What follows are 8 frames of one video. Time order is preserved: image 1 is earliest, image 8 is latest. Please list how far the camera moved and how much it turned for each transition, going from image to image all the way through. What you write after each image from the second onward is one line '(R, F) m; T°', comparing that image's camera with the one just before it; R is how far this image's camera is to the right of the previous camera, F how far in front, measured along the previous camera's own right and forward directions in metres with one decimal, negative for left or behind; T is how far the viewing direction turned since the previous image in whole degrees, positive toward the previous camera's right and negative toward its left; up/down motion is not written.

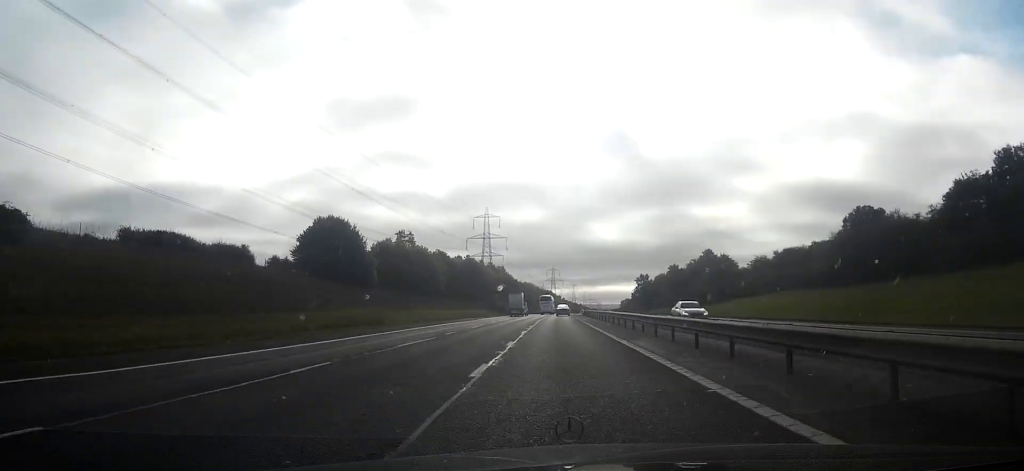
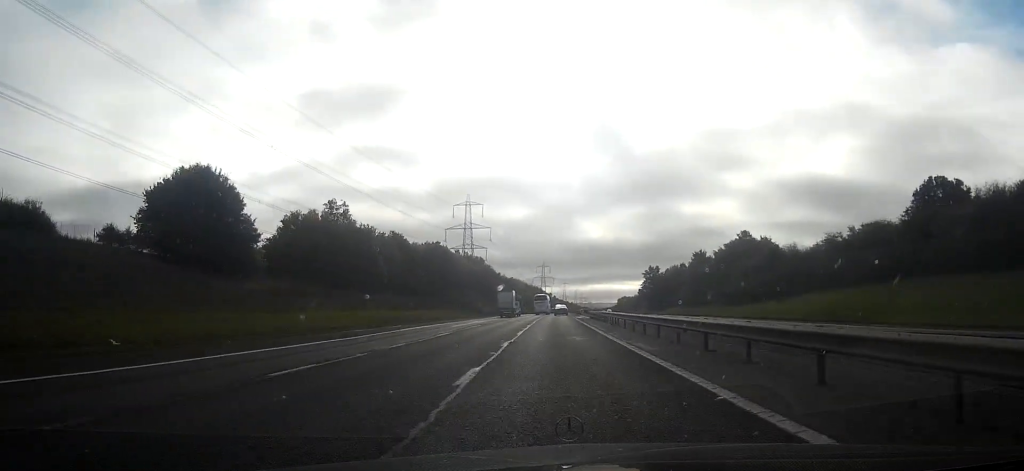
(+0.1, +36.2) m; +1°
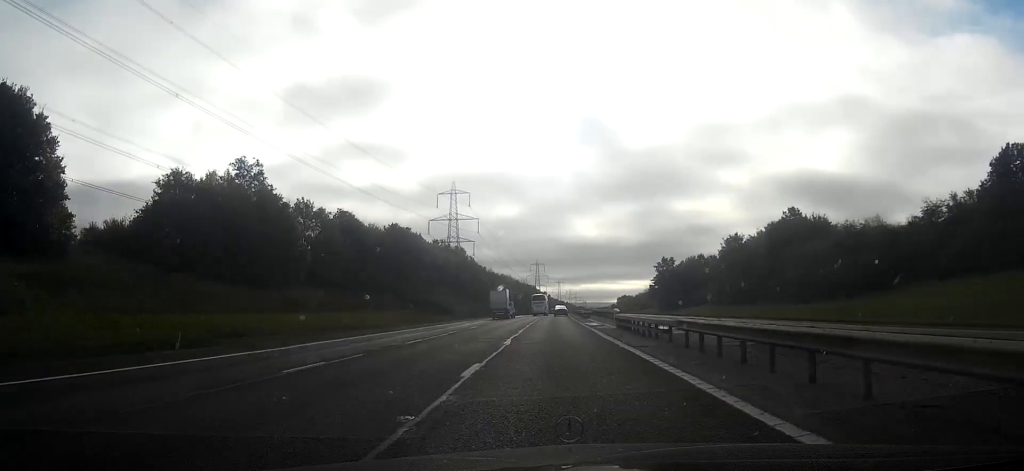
(+0.2, +27.0) m; 0°
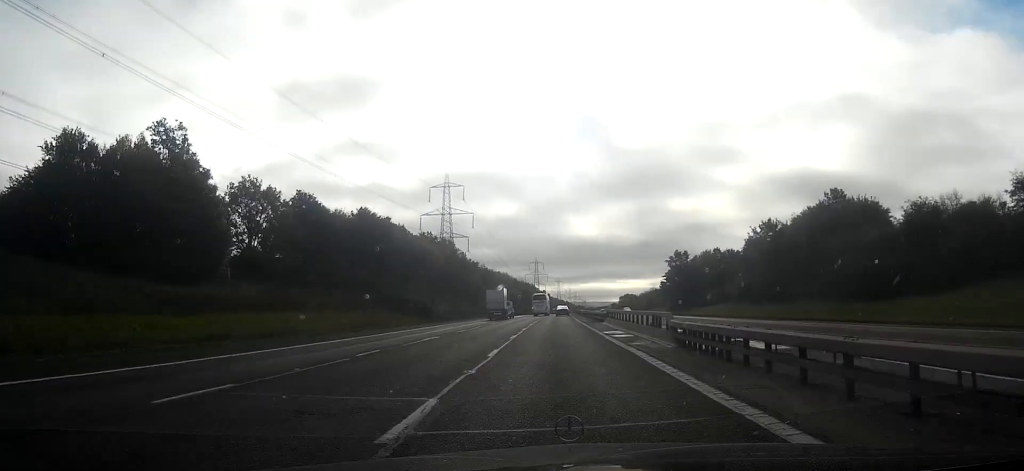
(+0.1, +15.3) m; 0°
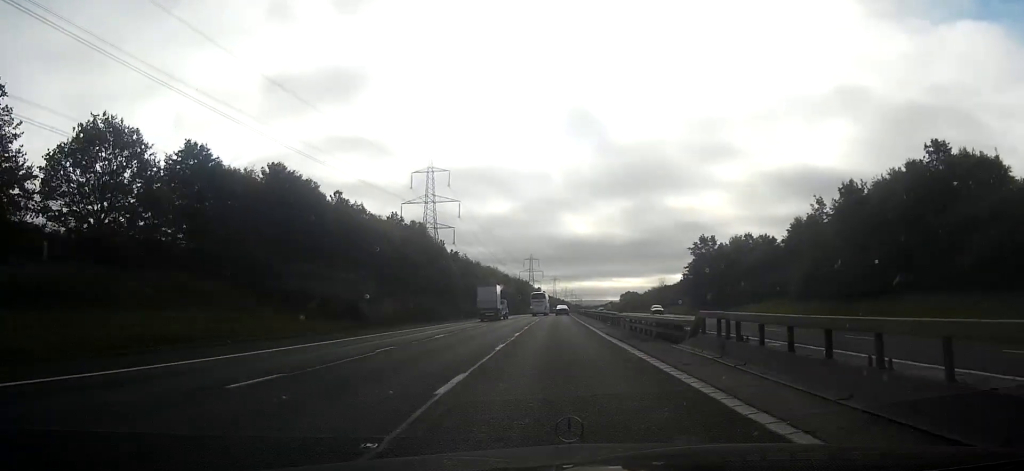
(0.0, +24.8) m; 0°
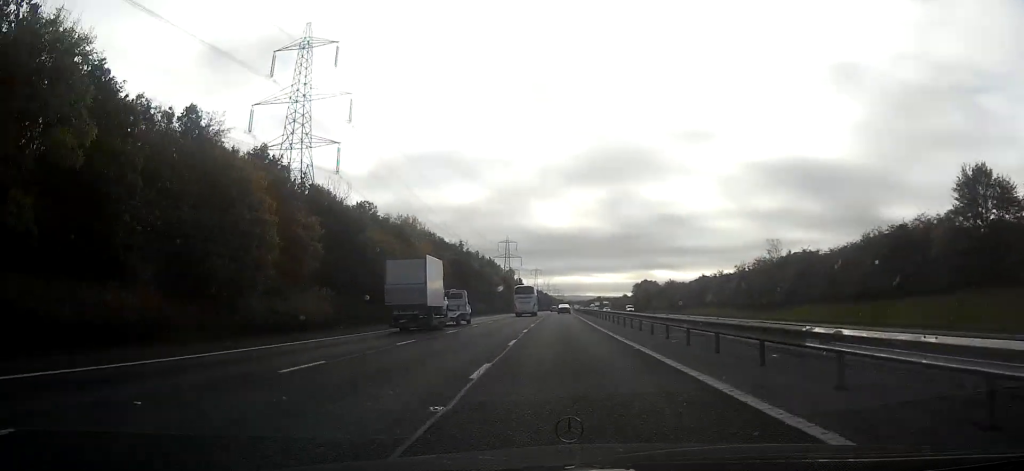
(+1.7, +105.7) m; +2°
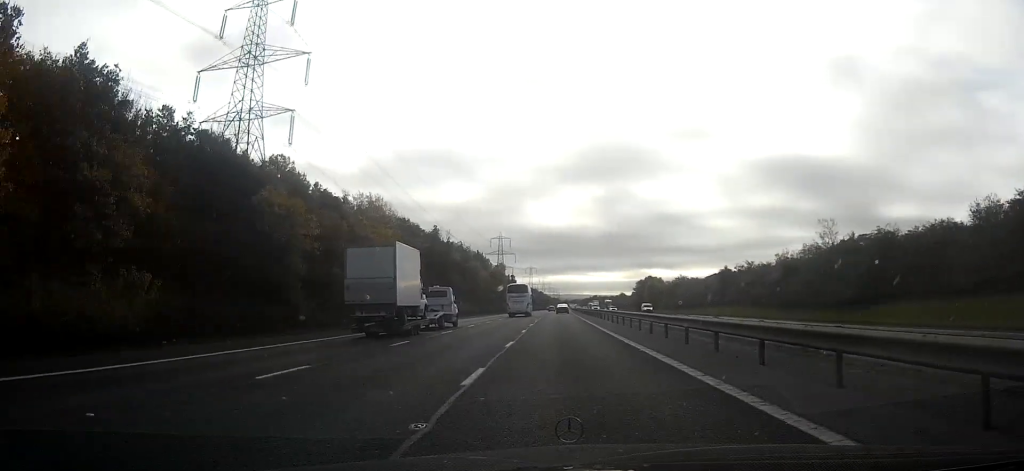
(0.0, +19.1) m; 0°
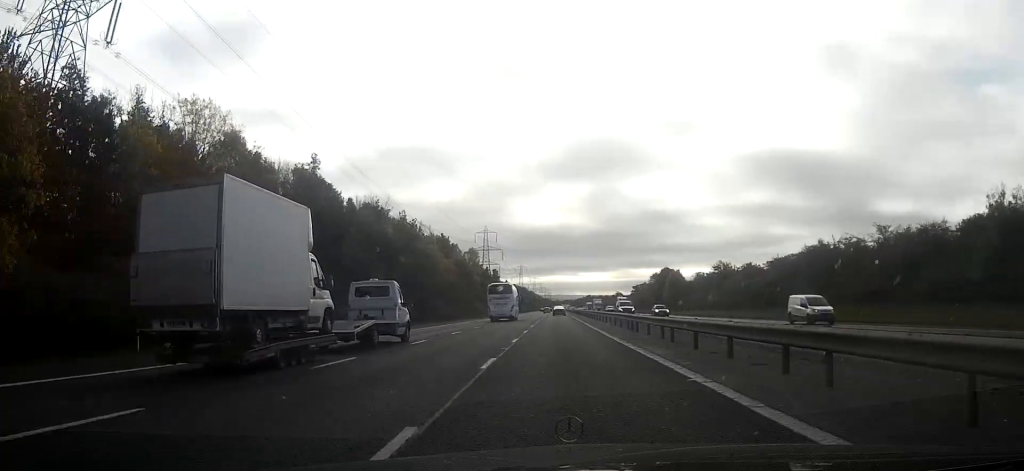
(+0.3, +41.7) m; +1°
